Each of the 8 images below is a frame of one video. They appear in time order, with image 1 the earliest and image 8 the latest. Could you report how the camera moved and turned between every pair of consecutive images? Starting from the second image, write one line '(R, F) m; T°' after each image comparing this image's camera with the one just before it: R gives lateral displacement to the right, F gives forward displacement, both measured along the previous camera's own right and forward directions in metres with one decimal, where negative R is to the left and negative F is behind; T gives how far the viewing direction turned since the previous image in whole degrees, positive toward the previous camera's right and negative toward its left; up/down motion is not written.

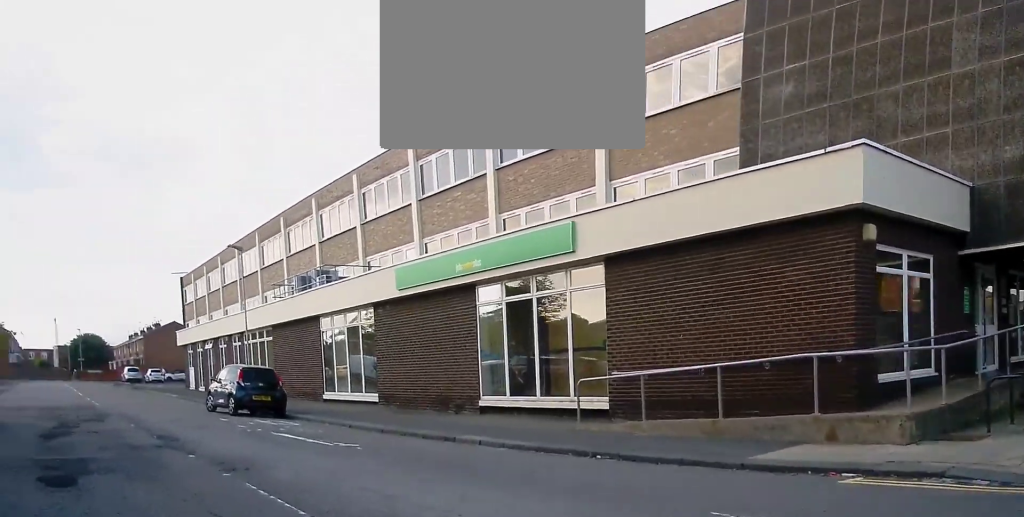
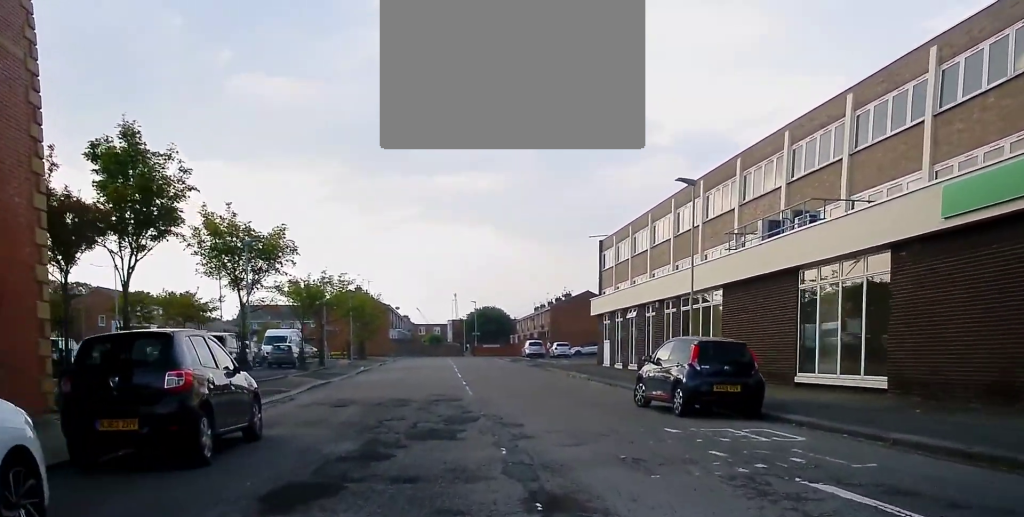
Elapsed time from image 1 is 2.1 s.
(-2.8, +6.7) m; -33°
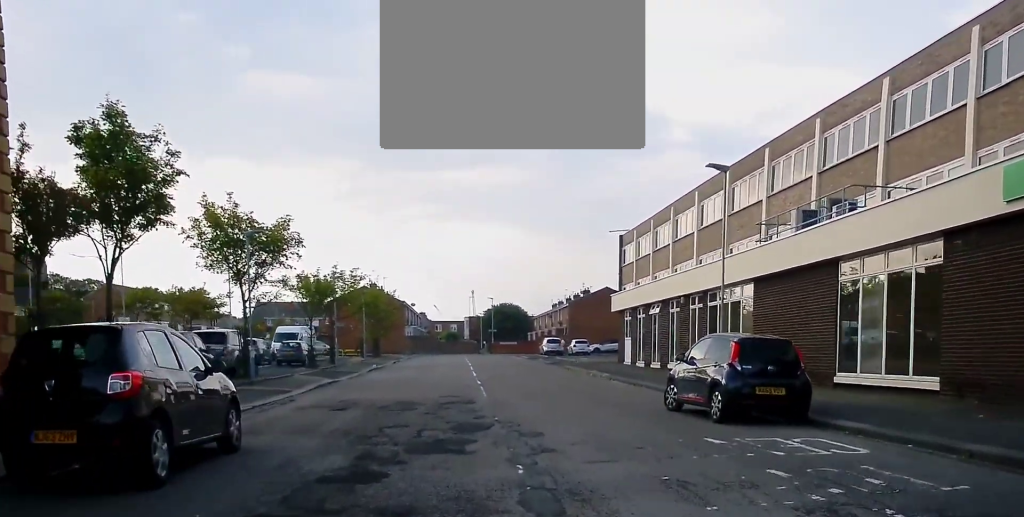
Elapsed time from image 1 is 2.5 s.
(0.0, +1.5) m; -2°
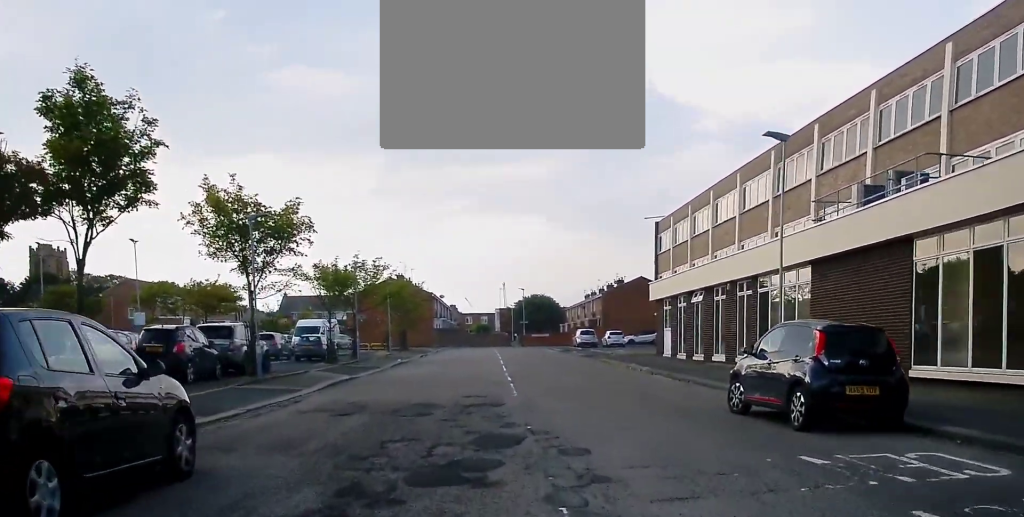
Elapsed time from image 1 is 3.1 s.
(0.0, +2.5) m; -2°
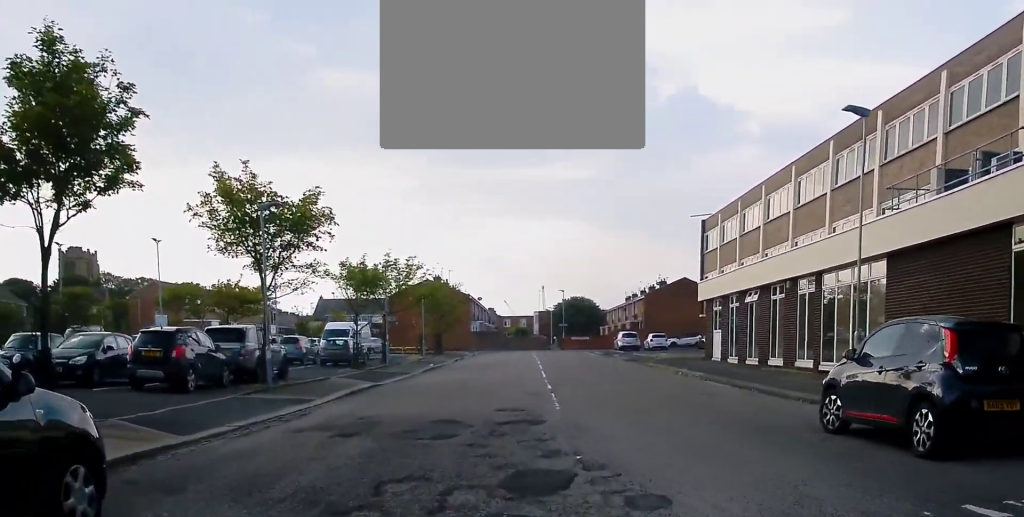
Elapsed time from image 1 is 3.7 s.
(-0.1, +2.5) m; -2°
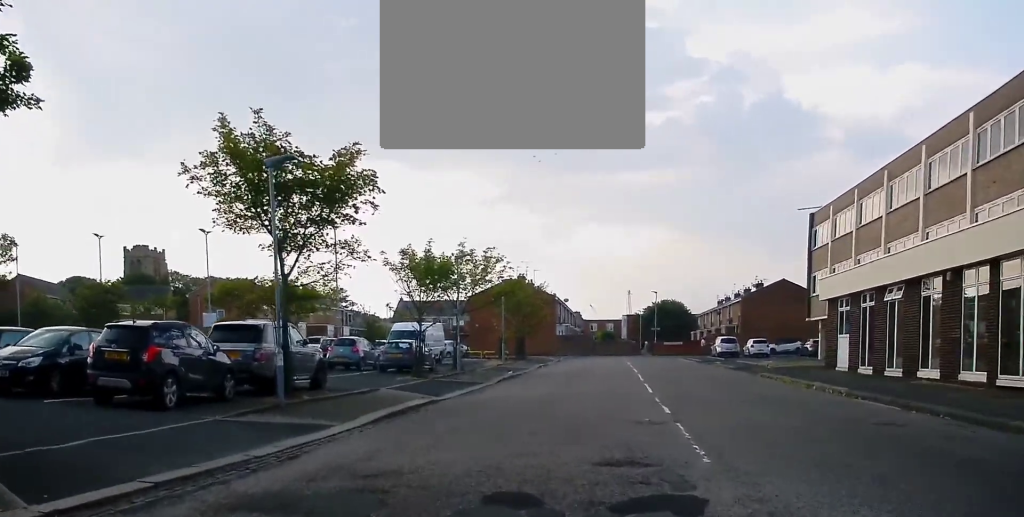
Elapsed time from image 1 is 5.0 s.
(-0.2, +5.8) m; -5°
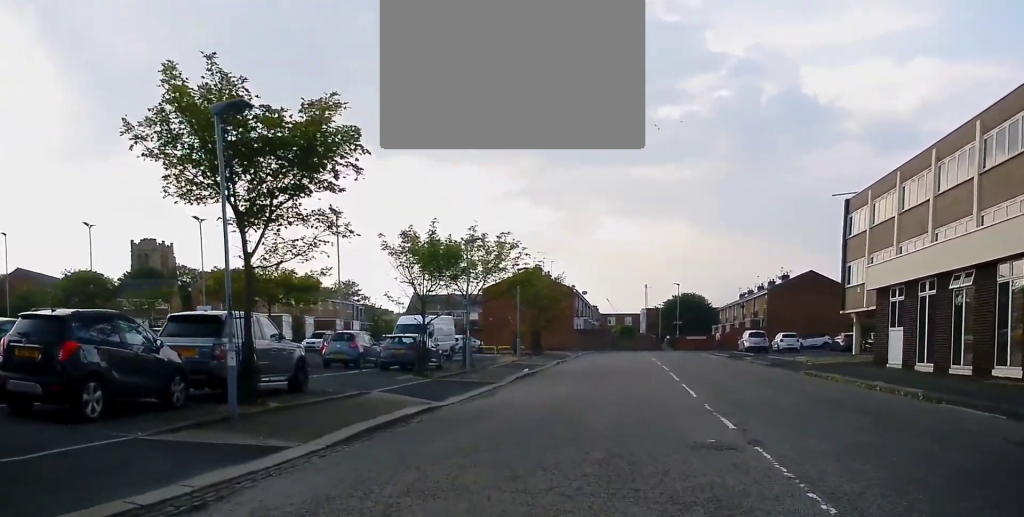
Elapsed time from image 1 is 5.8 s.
(-0.1, +3.3) m; +1°
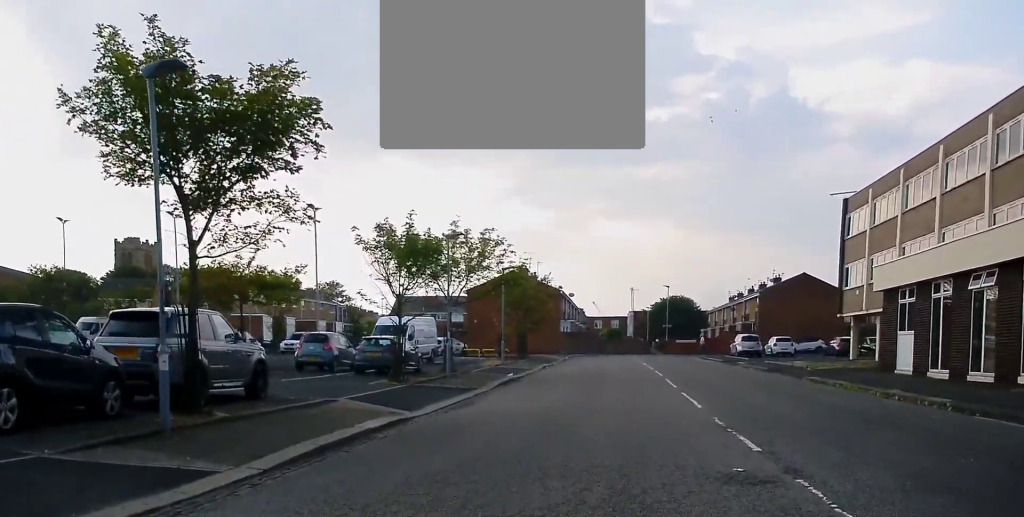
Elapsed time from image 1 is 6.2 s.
(-0.1, +1.9) m; +1°
